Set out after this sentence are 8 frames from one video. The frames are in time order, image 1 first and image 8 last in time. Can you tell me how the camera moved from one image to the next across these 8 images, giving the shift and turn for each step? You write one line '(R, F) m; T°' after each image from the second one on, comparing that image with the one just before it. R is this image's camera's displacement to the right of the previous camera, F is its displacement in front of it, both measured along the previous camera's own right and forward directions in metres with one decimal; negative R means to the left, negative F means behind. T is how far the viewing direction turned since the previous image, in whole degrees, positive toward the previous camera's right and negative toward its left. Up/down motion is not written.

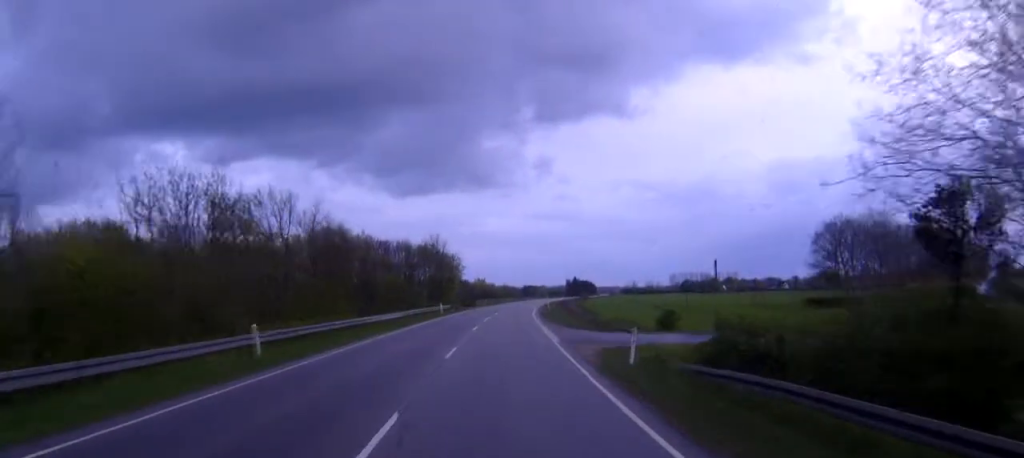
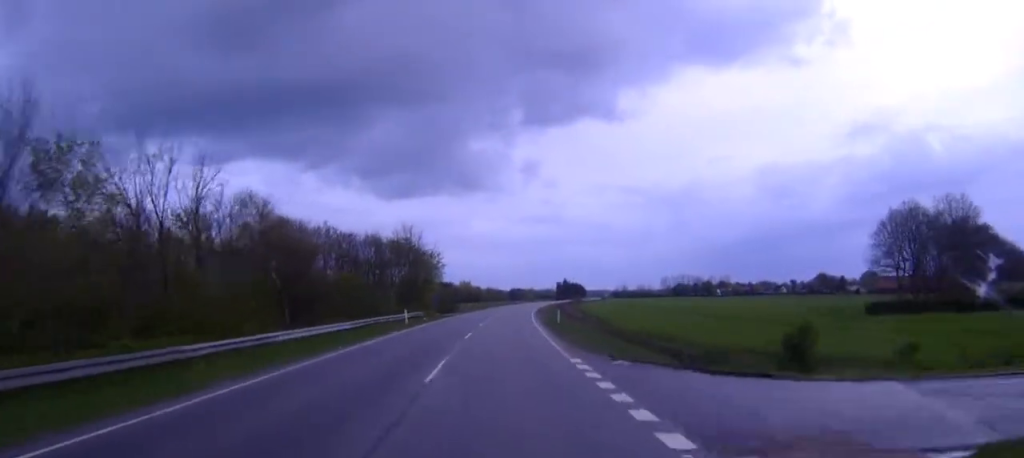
(+0.1, +19.3) m; +1°
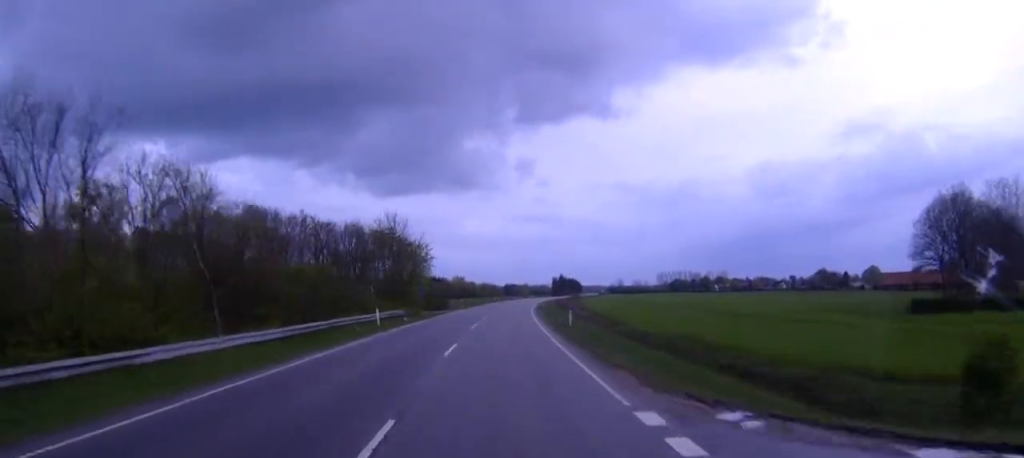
(0.0, +9.9) m; +1°
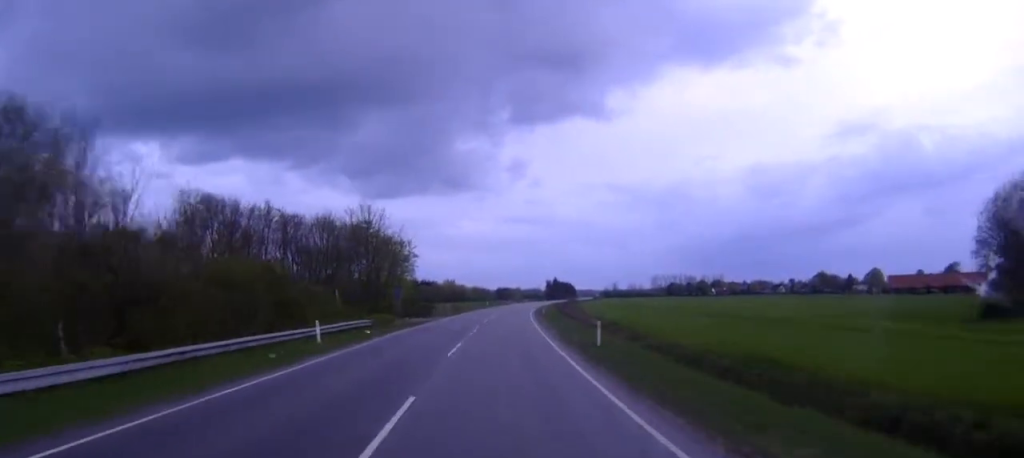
(+0.1, +11.6) m; +1°
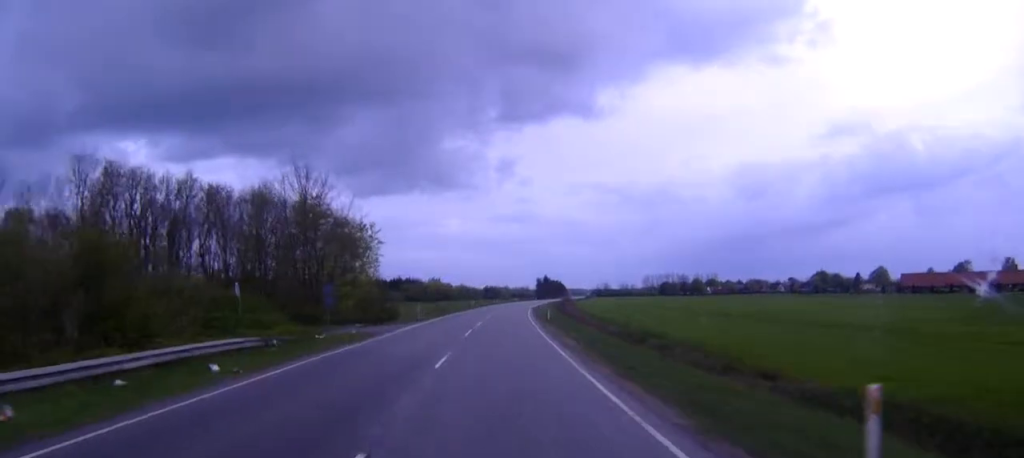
(+0.2, +18.1) m; +1°
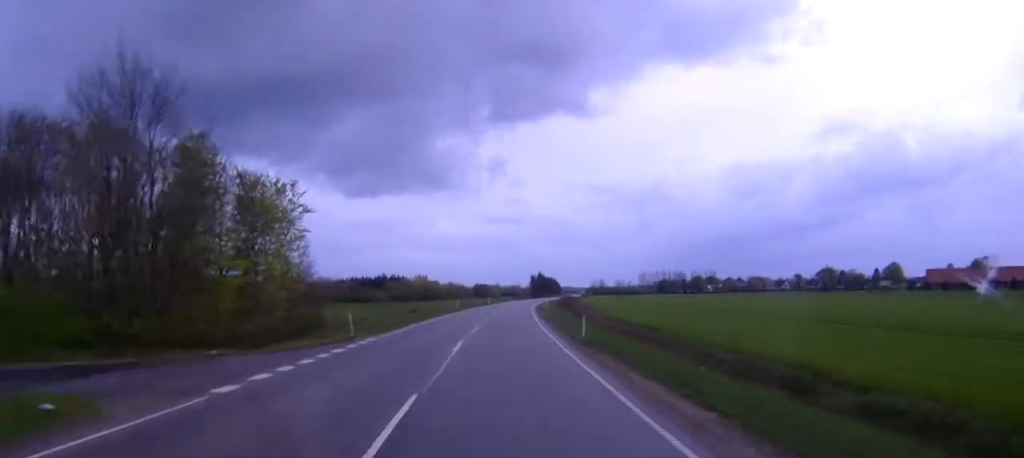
(+0.1, +21.7) m; +1°
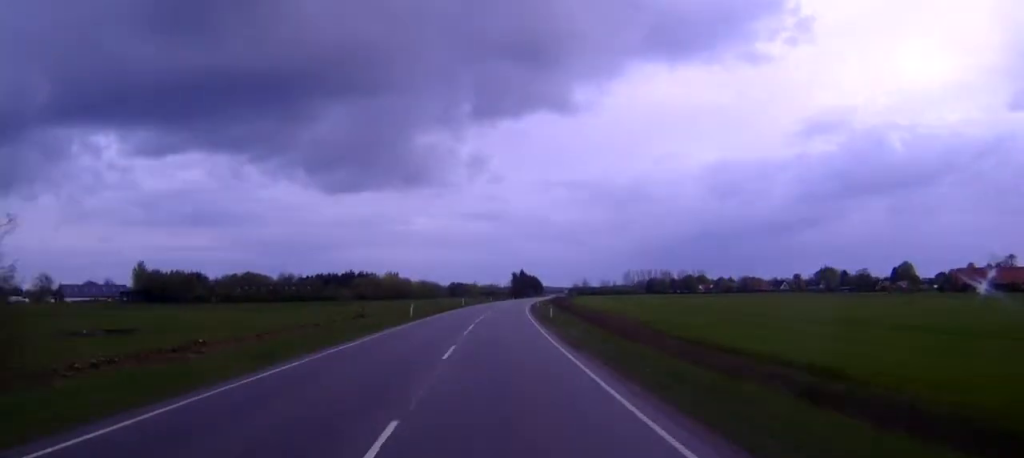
(+0.5, +31.1) m; +2°
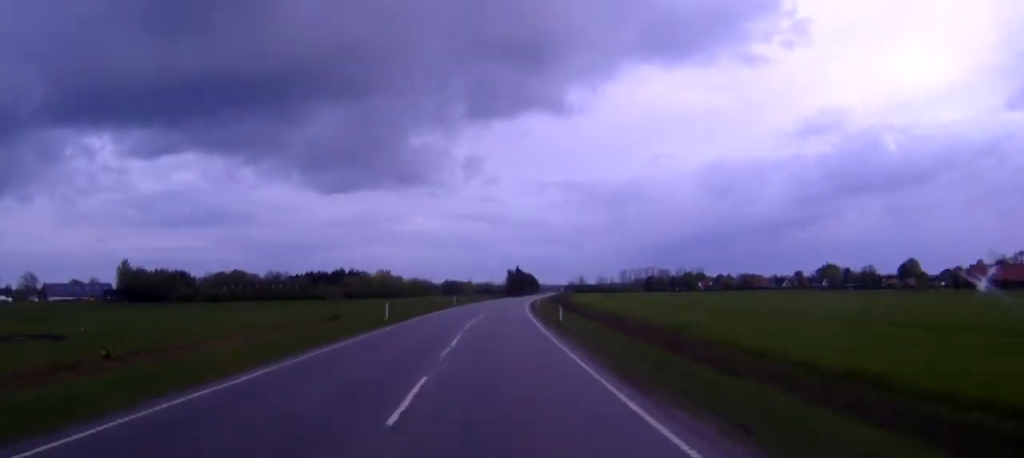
(+0.1, +12.3) m; 0°
